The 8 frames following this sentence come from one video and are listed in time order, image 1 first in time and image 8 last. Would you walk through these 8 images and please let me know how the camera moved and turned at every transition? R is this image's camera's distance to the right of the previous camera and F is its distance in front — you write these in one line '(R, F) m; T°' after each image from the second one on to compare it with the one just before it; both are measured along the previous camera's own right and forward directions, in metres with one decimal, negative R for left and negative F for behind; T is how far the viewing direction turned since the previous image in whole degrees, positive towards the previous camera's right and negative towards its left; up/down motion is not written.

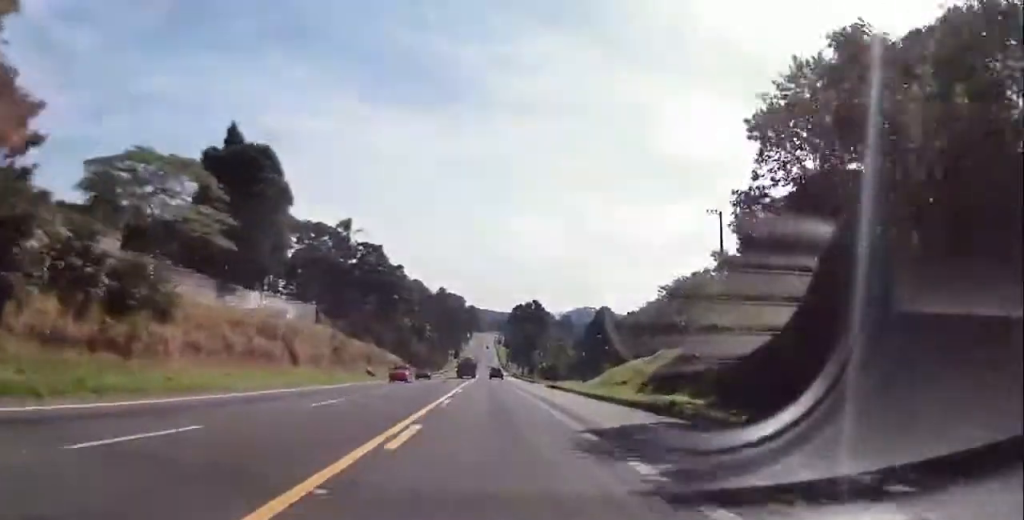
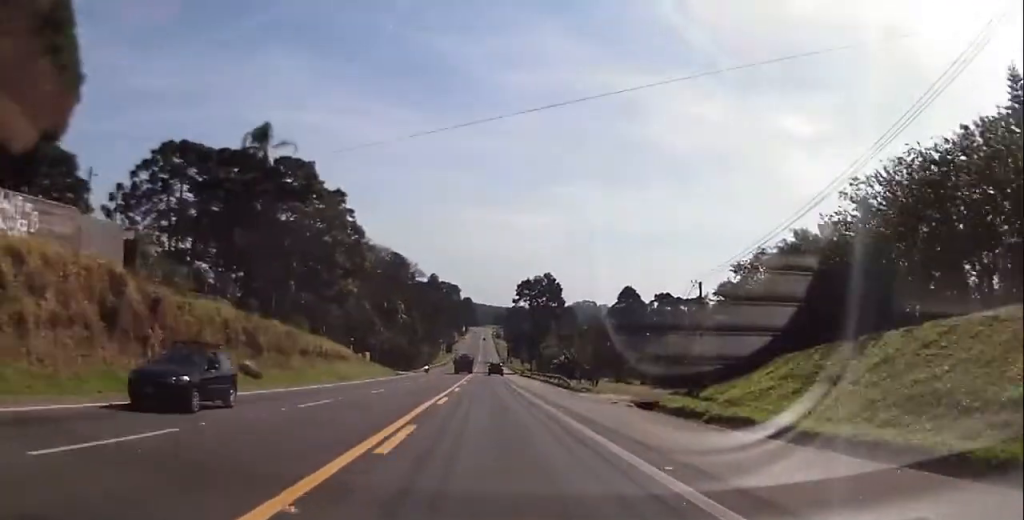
(-0.1, +40.2) m; 0°
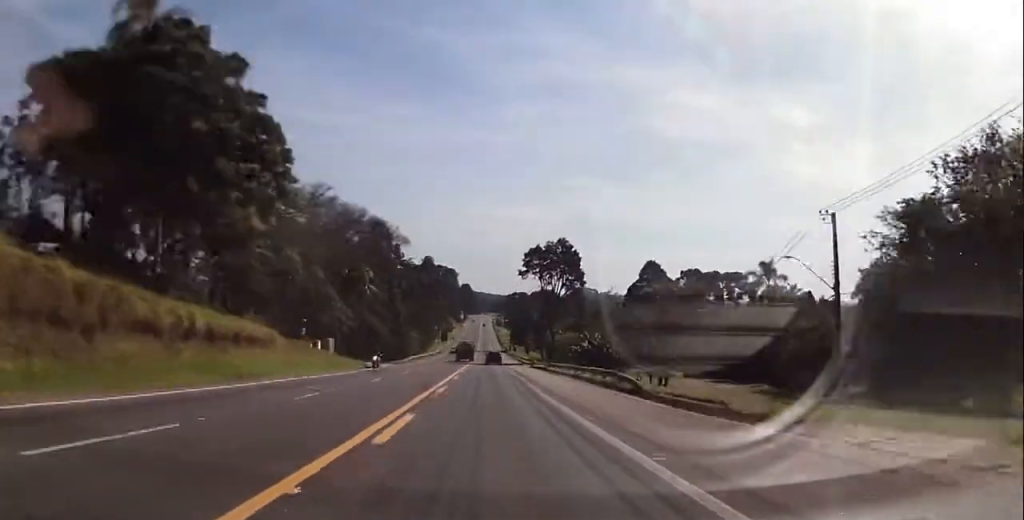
(-0.1, +25.0) m; 0°
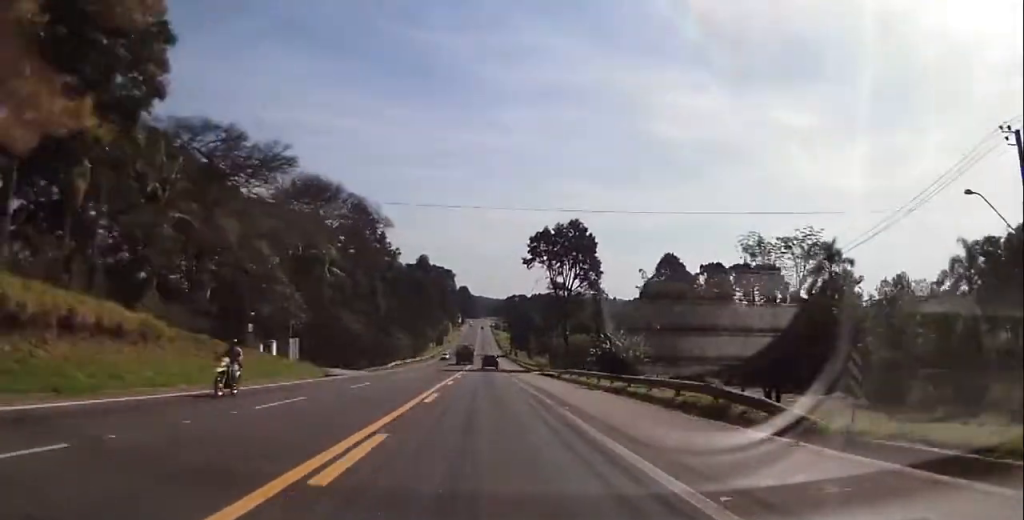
(+0.1, +14.9) m; 0°
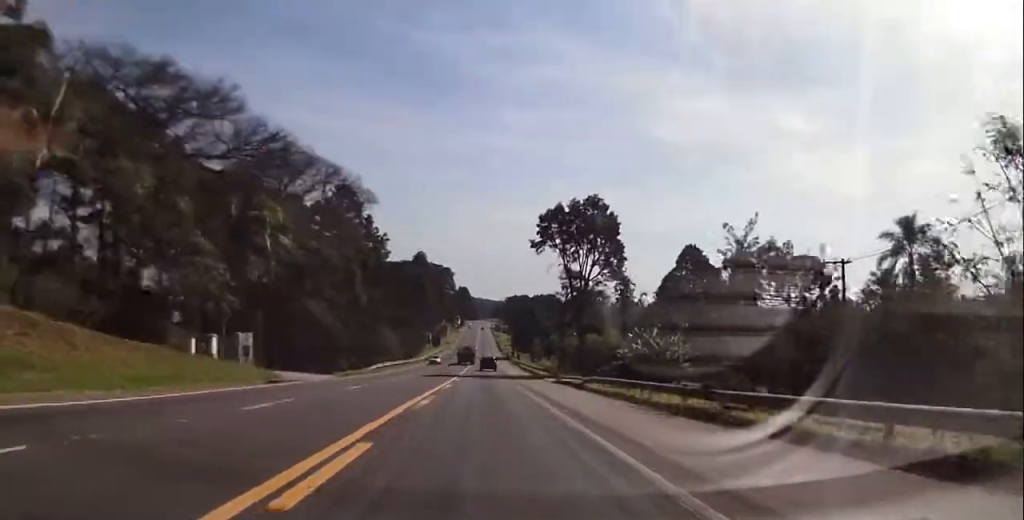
(+0.1, +12.7) m; 0°
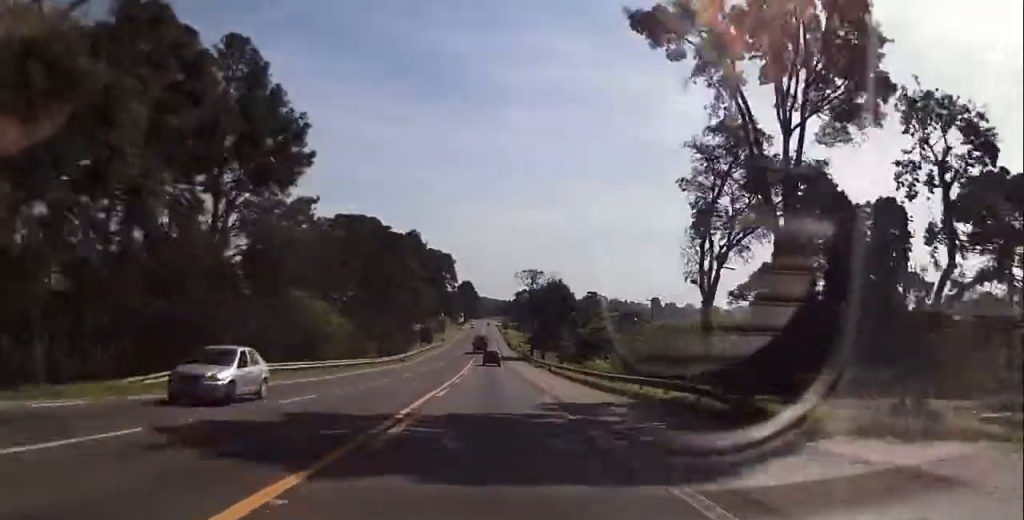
(-0.2, +38.3) m; -1°
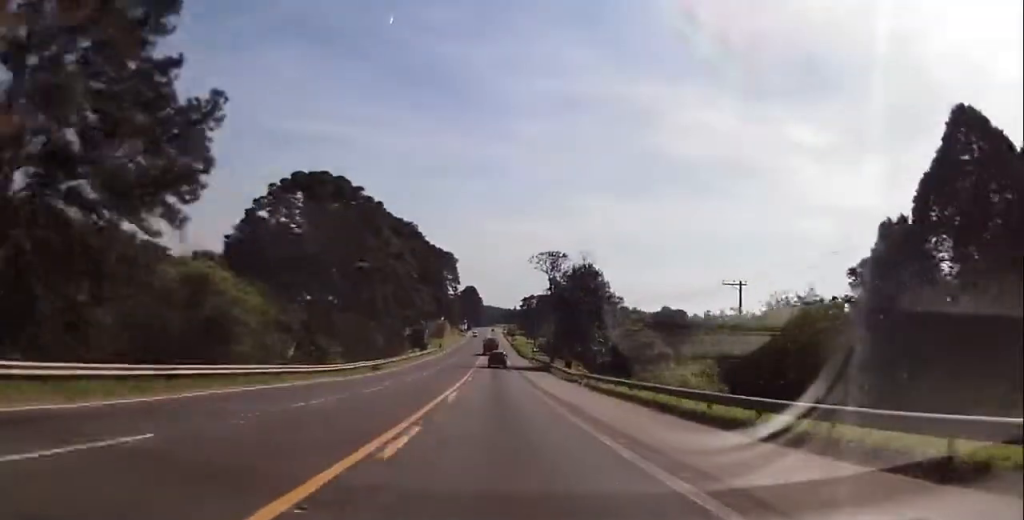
(0.0, +20.5) m; 0°
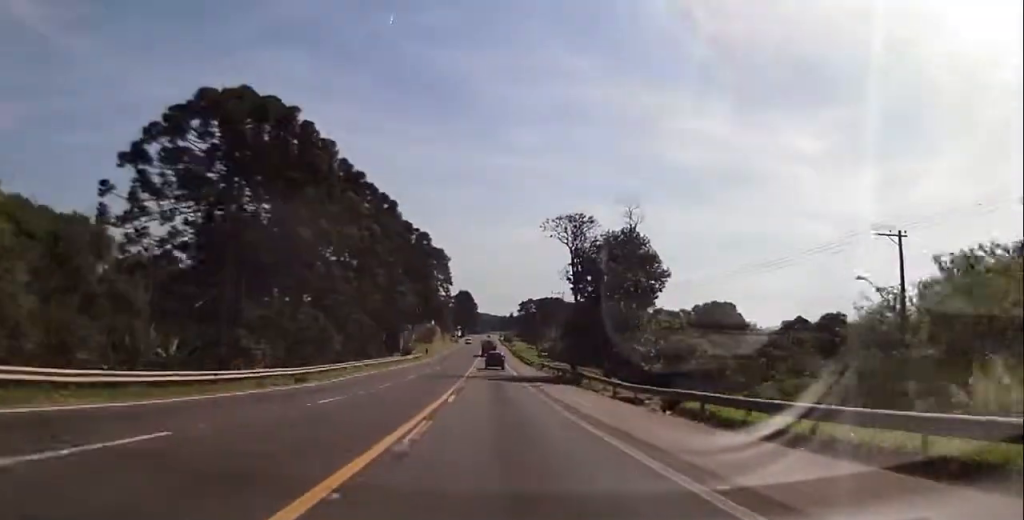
(0.0, +20.3) m; 0°
